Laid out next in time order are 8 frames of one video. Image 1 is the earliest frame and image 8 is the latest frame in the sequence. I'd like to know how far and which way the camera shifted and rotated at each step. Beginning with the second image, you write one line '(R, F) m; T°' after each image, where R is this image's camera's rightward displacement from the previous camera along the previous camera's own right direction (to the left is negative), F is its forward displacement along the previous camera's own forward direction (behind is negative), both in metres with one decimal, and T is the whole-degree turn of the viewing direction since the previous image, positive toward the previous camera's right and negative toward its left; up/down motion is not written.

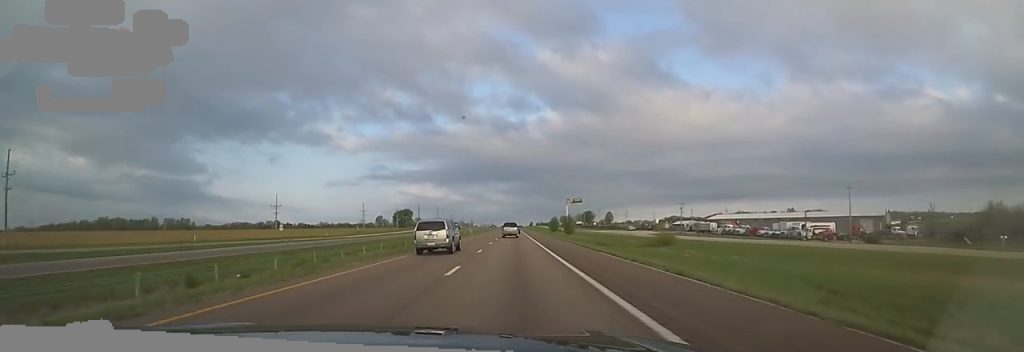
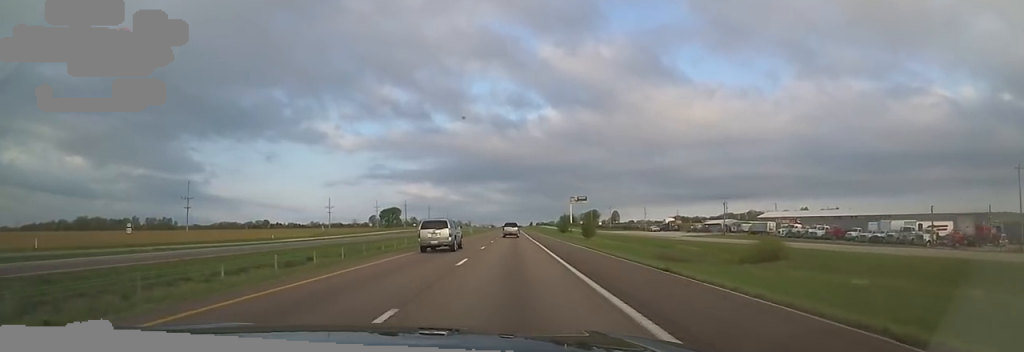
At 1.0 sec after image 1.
(-0.3, +34.0) m; -1°
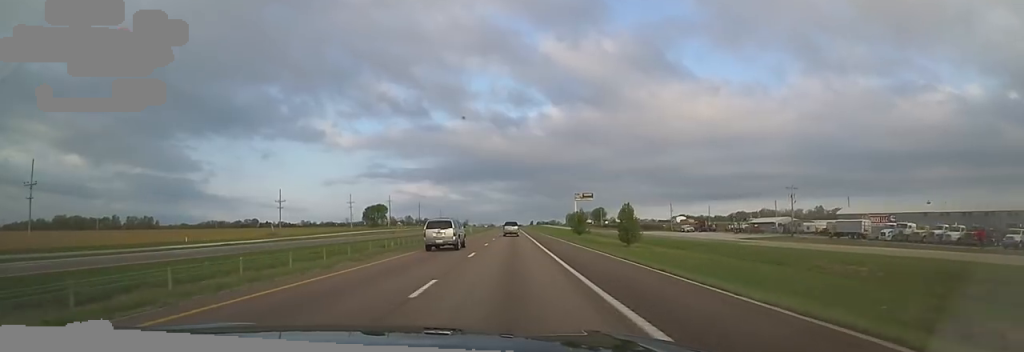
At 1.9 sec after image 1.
(-0.6, +32.7) m; 0°
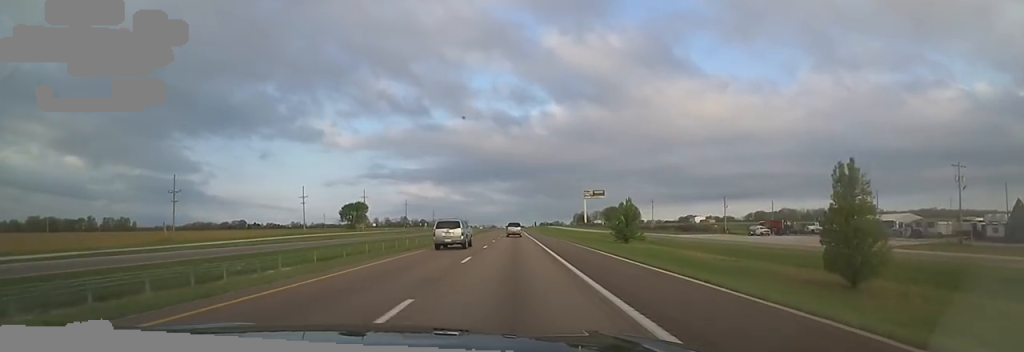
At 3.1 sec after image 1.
(+1.2, +40.5) m; +1°
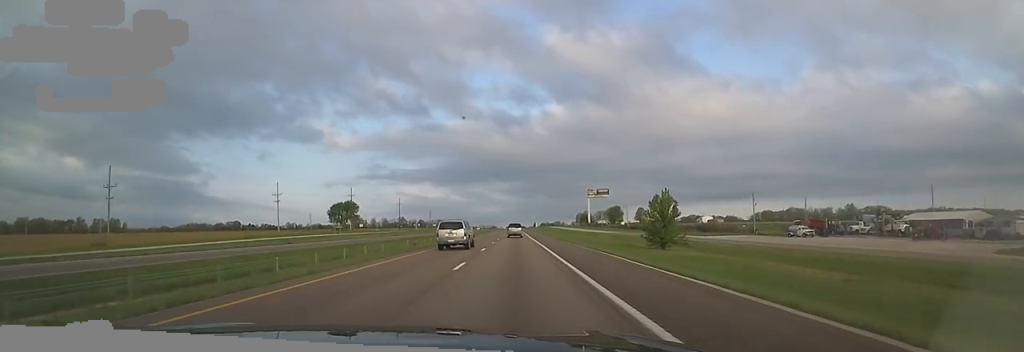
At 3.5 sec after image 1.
(+0.3, +15.0) m; 0°
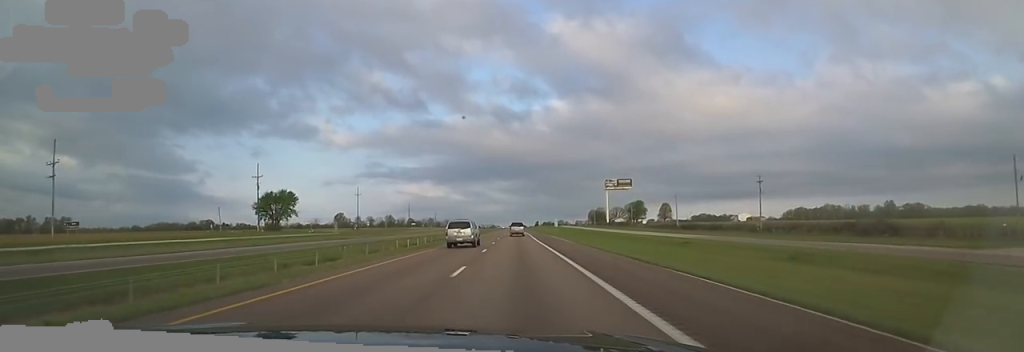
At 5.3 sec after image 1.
(-2.7, +63.5) m; 0°
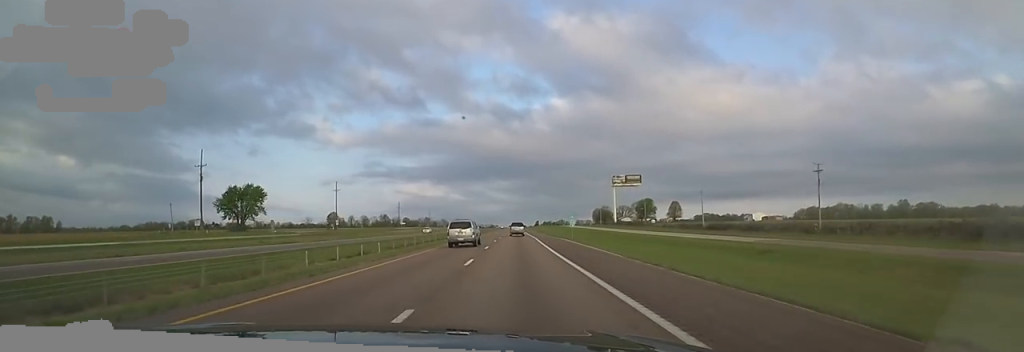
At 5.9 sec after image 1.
(+0.8, +20.7) m; 0°
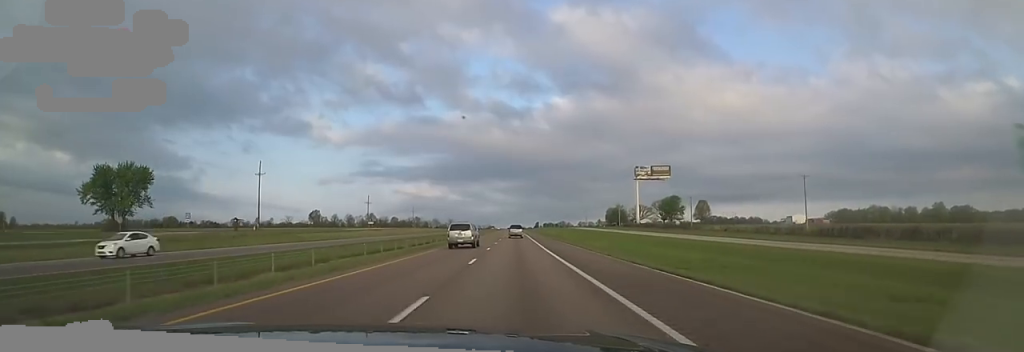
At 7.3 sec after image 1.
(-0.6, +47.1) m; -2°
